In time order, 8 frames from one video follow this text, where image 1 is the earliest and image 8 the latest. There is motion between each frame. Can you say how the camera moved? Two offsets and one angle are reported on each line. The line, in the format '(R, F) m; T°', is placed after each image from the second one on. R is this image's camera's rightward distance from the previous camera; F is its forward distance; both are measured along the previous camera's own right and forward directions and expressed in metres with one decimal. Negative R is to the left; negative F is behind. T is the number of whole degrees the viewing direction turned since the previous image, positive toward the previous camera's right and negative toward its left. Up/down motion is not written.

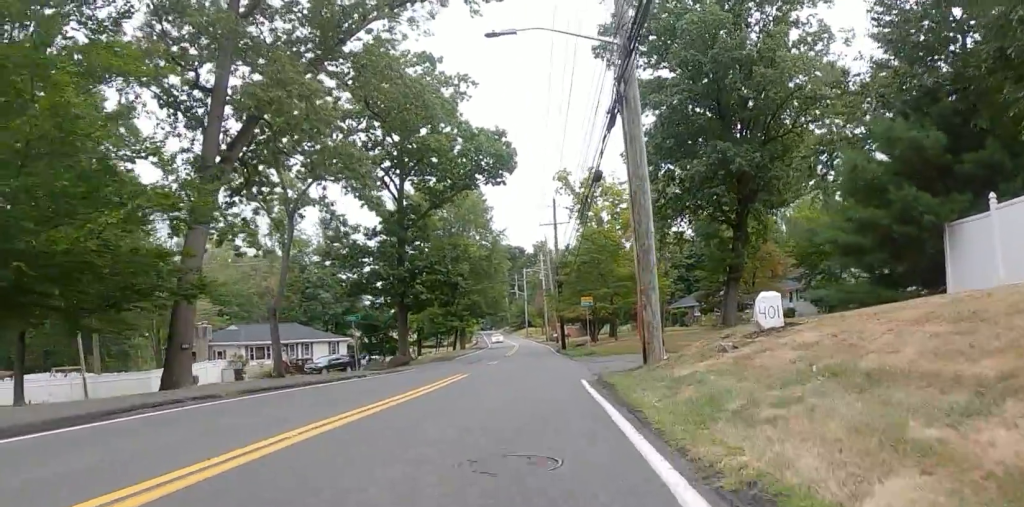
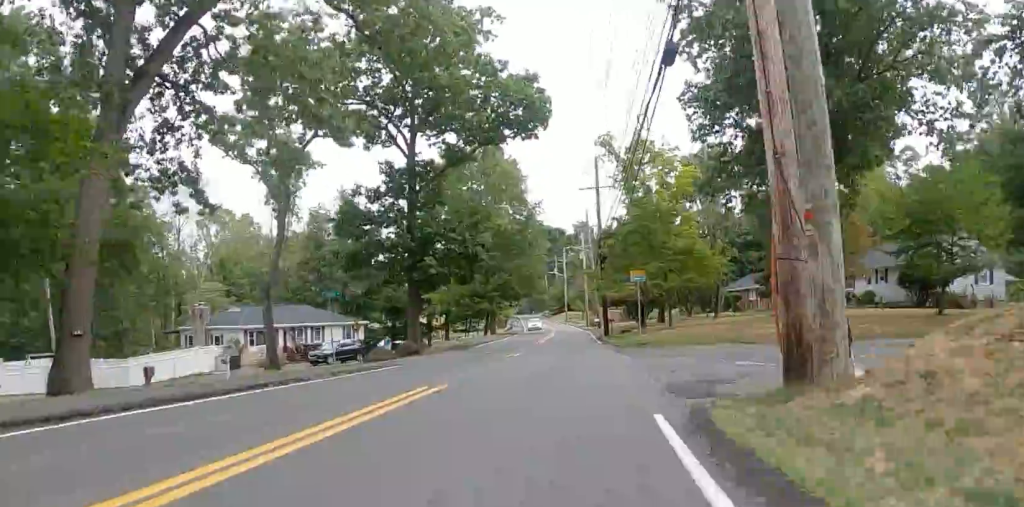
(+0.2, +7.3) m; +1°
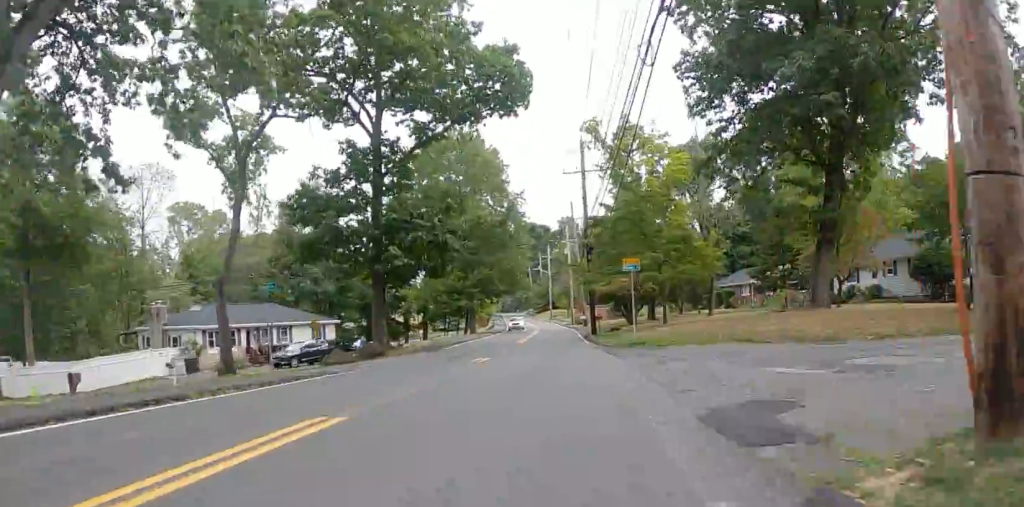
(-0.1, +3.6) m; -1°
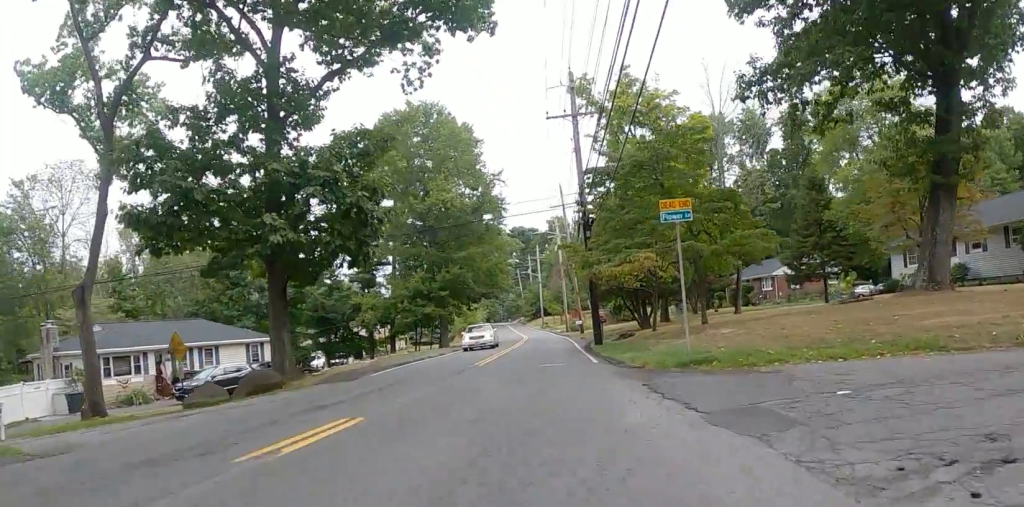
(-0.1, +10.6) m; -2°
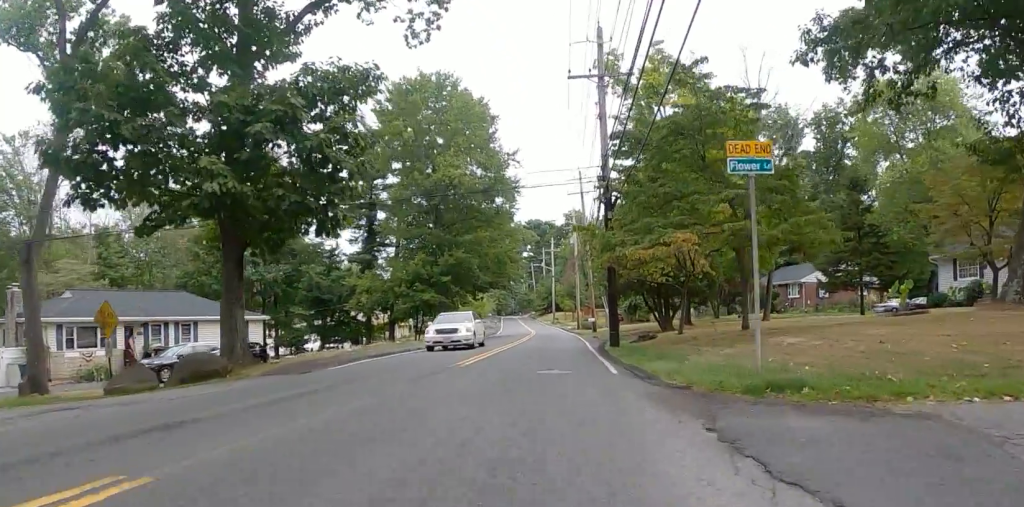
(-0.1, +3.9) m; +1°
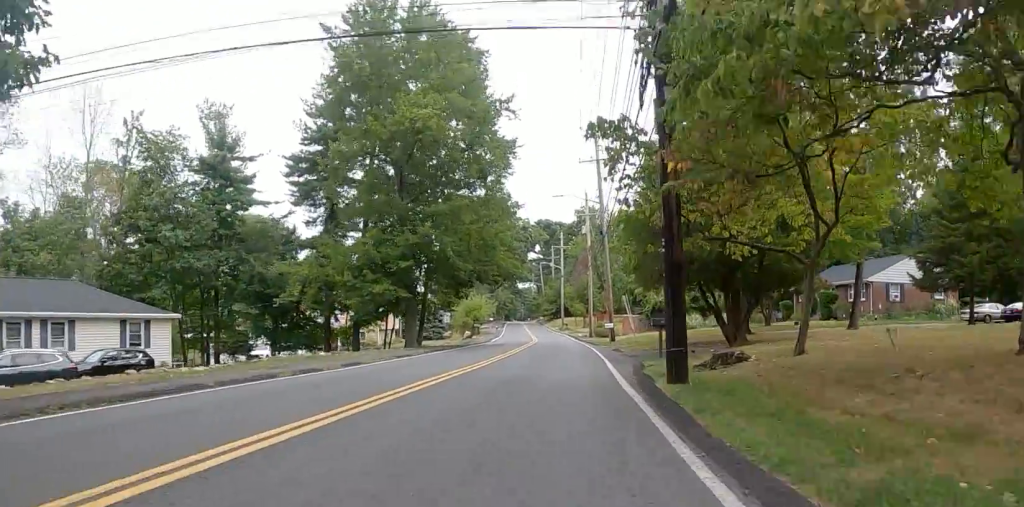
(+0.3, +11.2) m; -1°
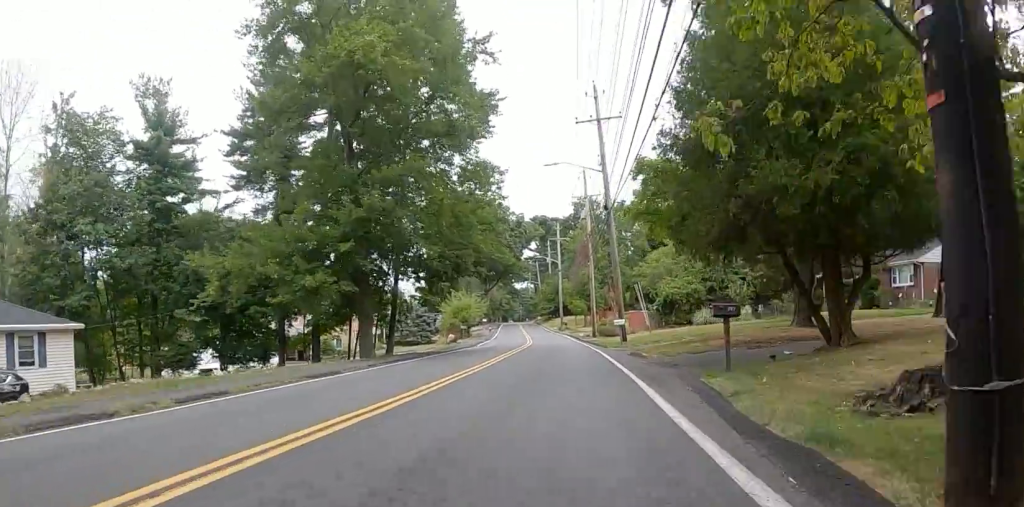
(-0.4, +7.0) m; -3°
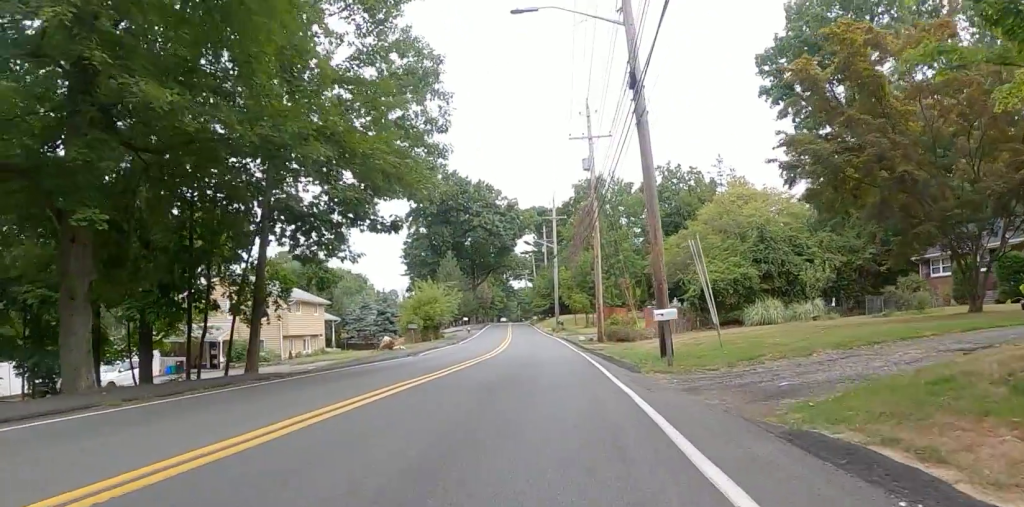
(-0.3, +14.9) m; 0°
